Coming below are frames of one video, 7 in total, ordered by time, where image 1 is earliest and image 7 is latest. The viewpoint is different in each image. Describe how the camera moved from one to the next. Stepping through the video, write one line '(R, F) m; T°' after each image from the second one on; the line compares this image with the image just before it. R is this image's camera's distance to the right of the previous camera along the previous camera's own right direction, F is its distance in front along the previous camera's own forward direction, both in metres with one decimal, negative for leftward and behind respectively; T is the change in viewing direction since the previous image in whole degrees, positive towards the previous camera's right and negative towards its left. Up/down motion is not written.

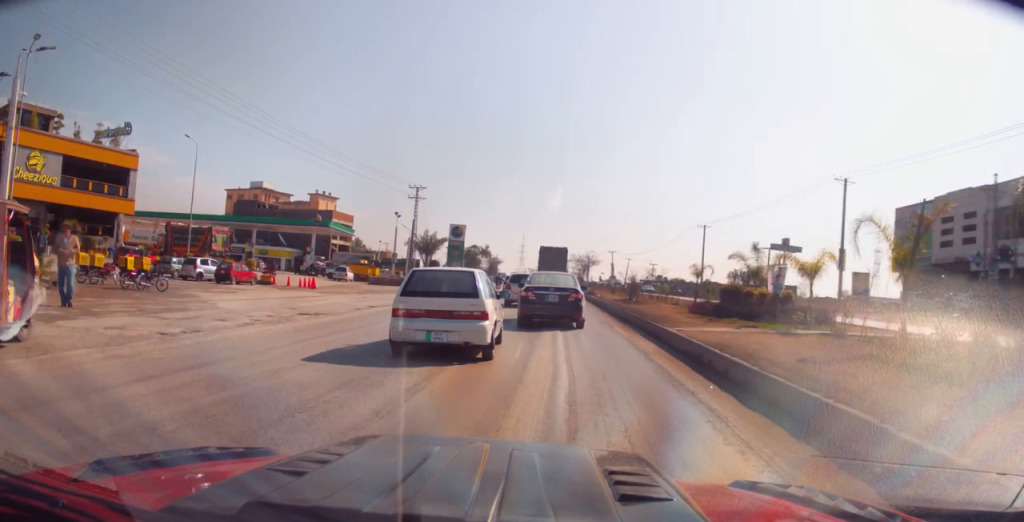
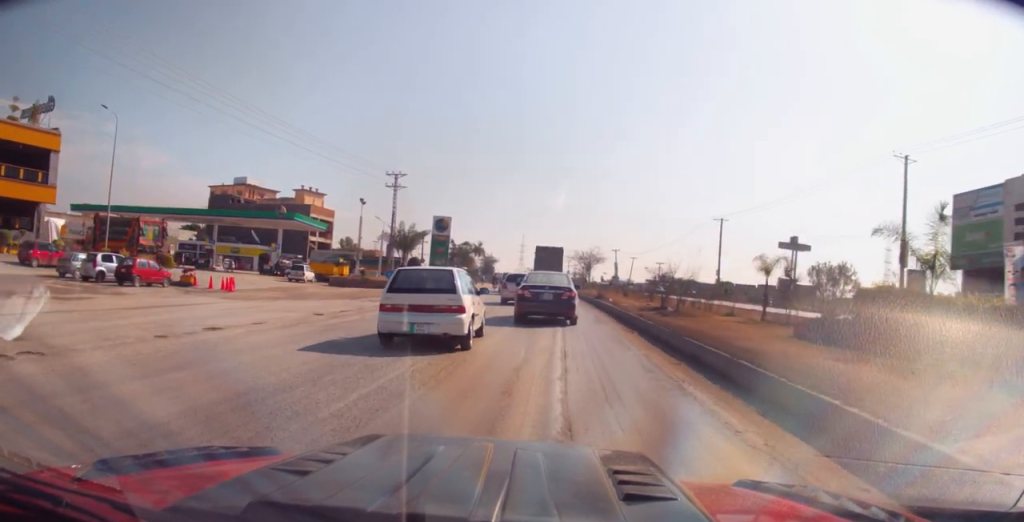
(-0.3, +10.2) m; +1°
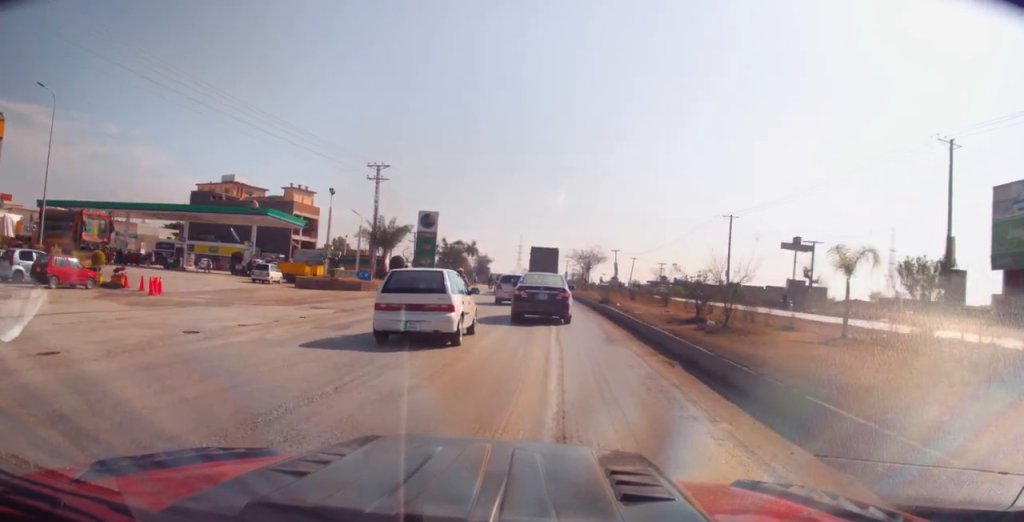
(+0.2, +5.9) m; +2°
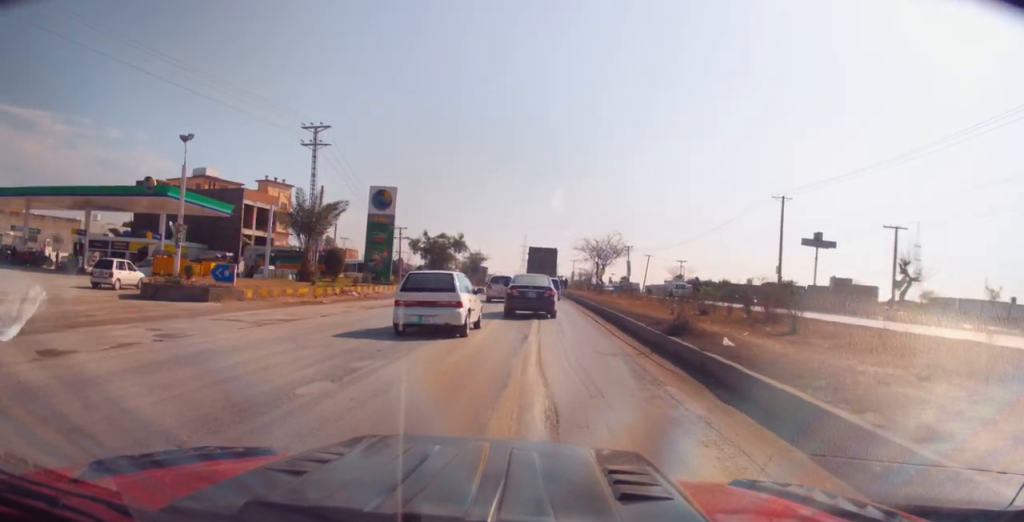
(-0.7, +17.4) m; -6°
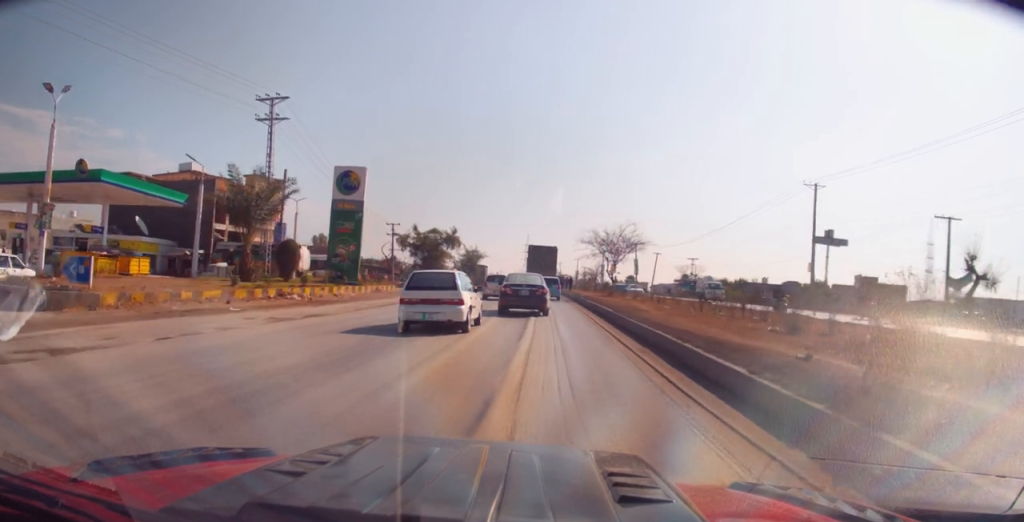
(-0.3, +8.0) m; -4°
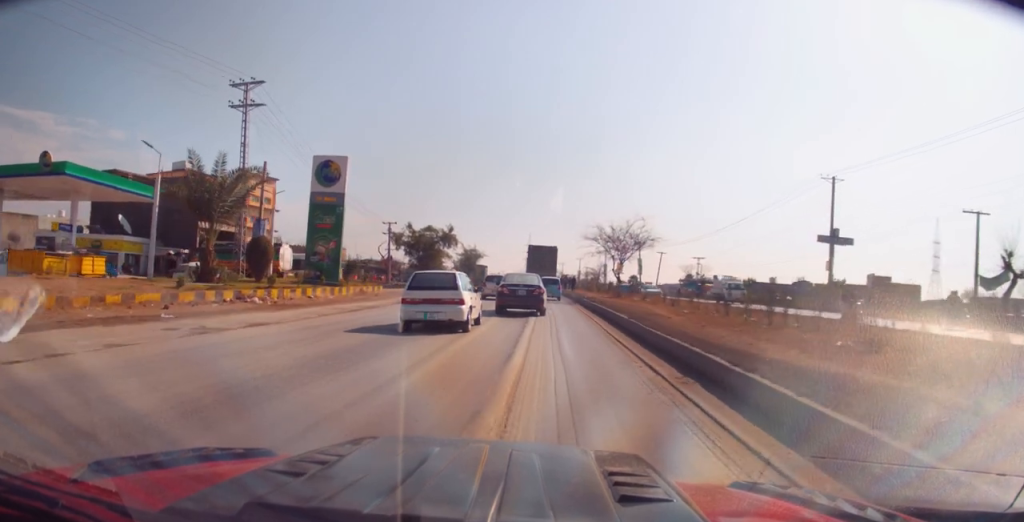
(-0.1, +3.9) m; -3°
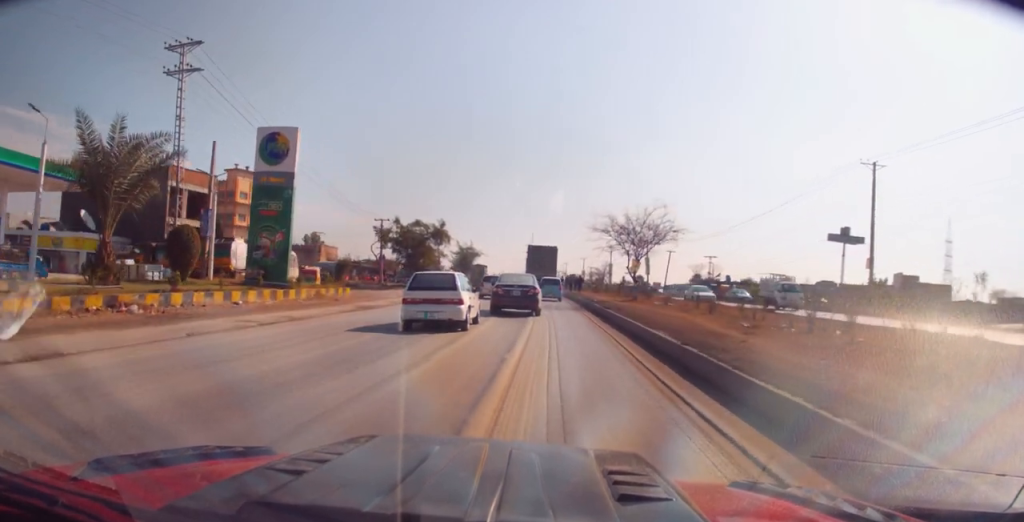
(-0.3, +7.3) m; -6°
